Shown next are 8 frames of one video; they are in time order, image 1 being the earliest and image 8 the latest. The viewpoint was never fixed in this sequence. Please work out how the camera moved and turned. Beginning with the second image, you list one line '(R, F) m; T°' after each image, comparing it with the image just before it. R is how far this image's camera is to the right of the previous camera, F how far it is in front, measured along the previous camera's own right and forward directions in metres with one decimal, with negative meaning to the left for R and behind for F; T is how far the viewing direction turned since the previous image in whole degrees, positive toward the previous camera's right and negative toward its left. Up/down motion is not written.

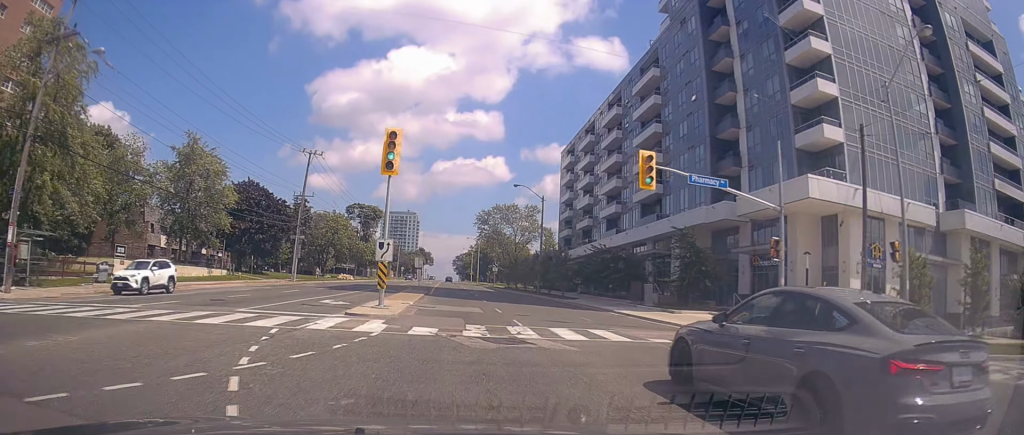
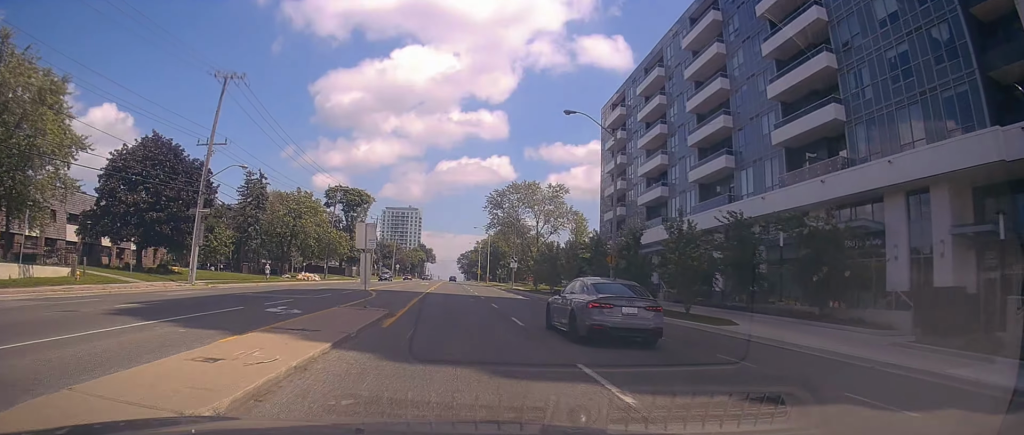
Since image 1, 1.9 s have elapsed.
(-0.1, +27.2) m; +1°
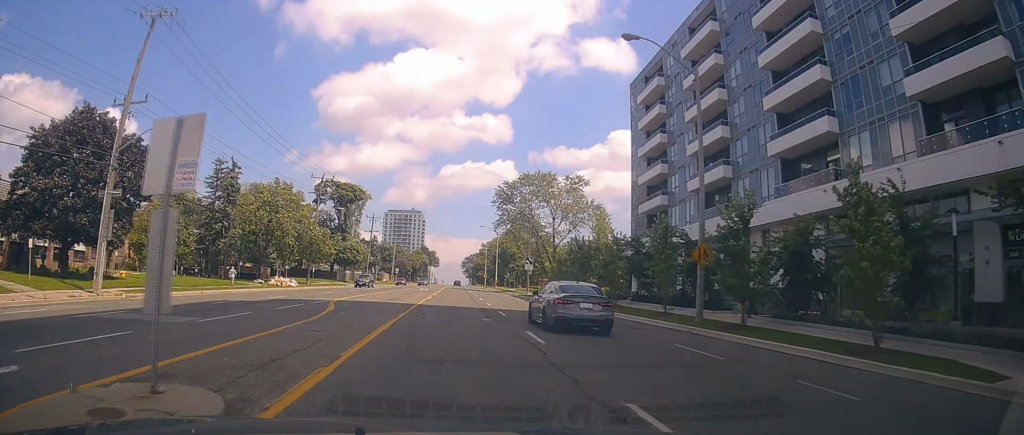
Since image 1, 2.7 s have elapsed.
(+0.2, +12.0) m; 0°
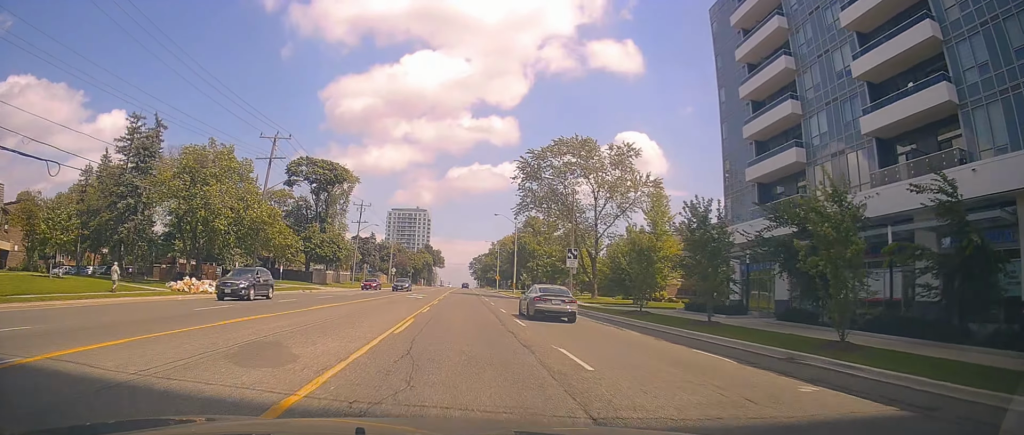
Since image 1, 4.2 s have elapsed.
(-0.5, +21.1) m; -1°
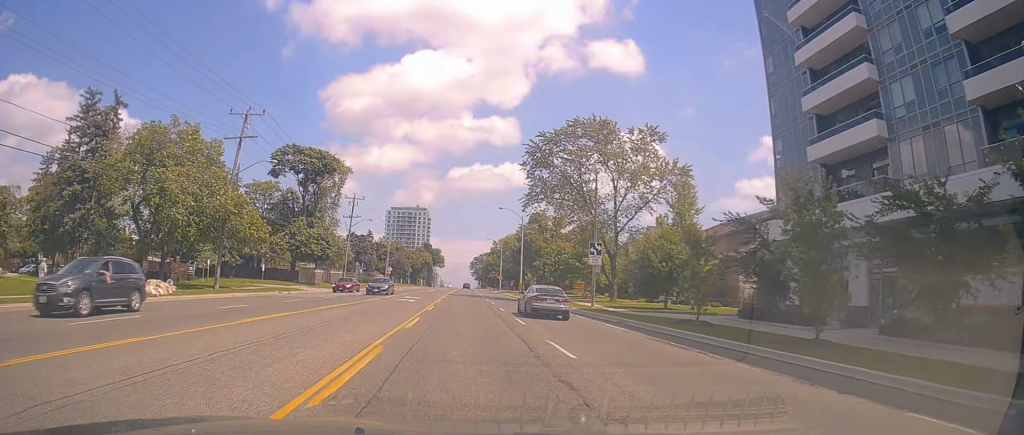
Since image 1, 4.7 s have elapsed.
(0.0, +7.2) m; 0°
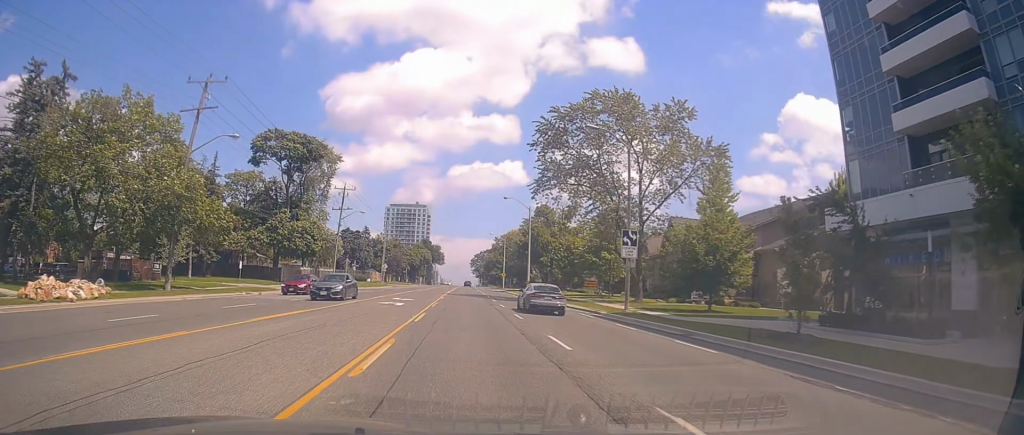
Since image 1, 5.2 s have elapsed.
(0.0, +7.2) m; 0°
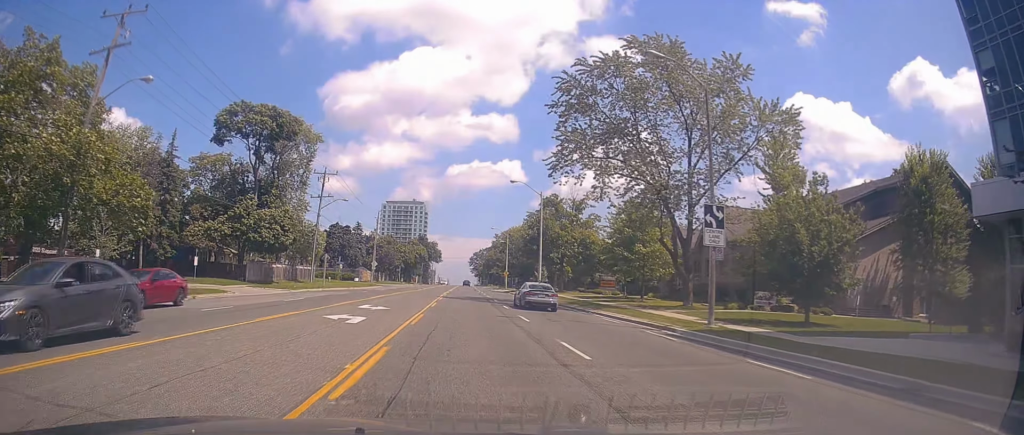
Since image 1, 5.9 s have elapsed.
(+0.1, +10.3) m; 0°
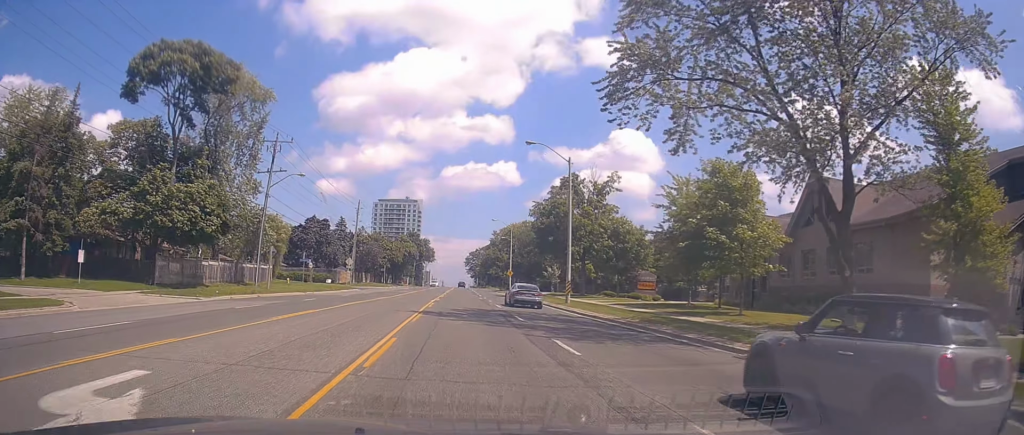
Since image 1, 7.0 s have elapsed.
(0.0, +16.4) m; -1°
